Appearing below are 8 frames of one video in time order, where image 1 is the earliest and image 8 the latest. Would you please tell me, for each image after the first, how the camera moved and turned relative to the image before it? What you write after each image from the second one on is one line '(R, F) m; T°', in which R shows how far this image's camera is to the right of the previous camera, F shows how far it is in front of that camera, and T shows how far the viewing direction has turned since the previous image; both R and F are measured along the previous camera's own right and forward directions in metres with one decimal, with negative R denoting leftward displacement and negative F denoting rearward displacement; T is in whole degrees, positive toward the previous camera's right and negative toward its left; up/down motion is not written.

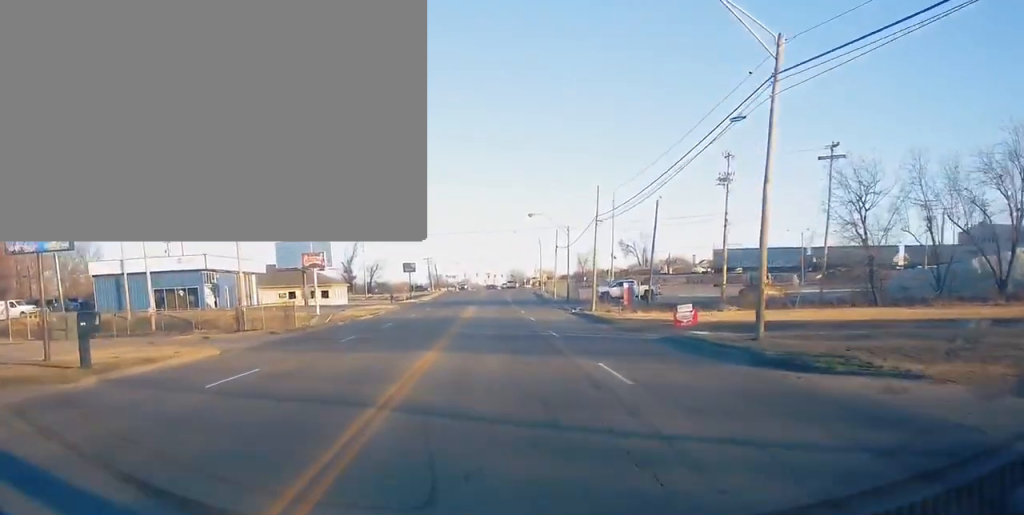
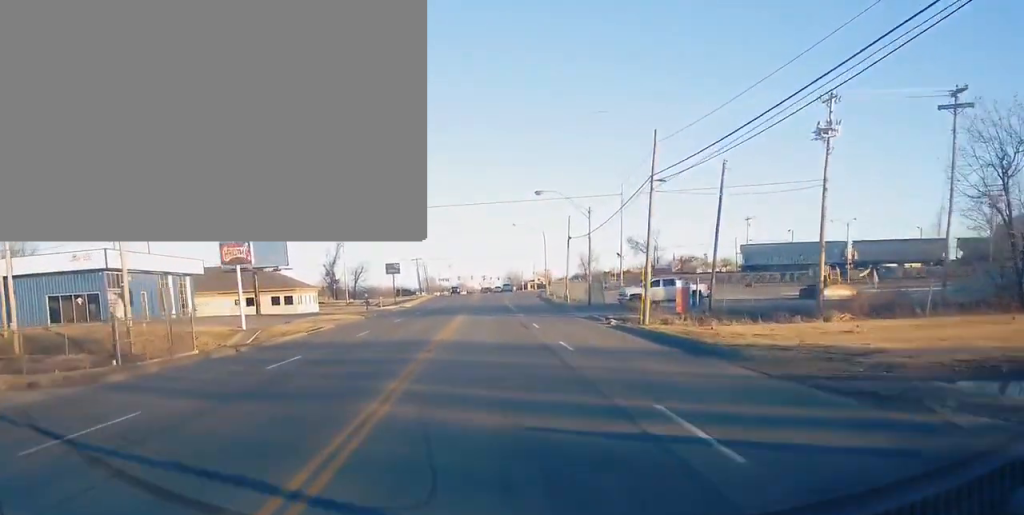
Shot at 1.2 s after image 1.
(0.0, +19.9) m; 0°
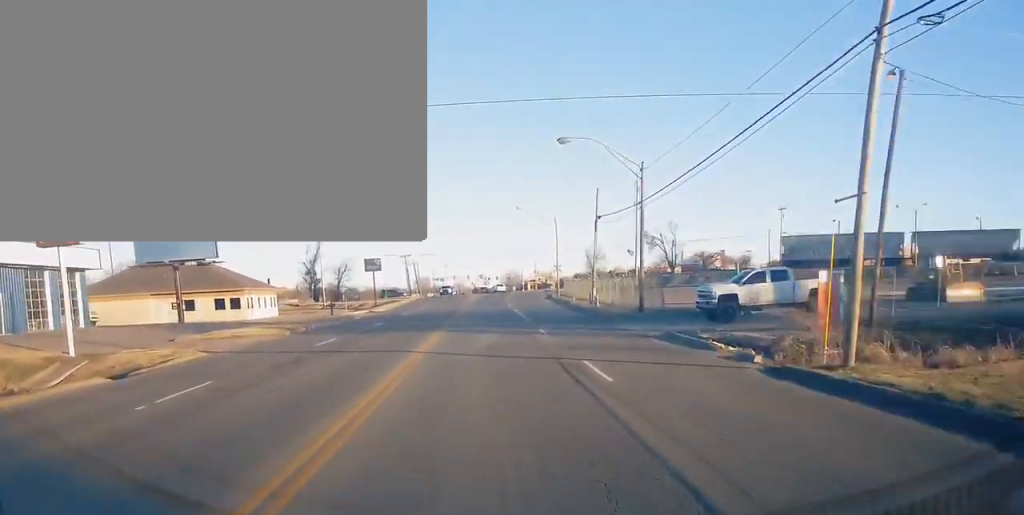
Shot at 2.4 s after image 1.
(+0.1, +20.6) m; +2°
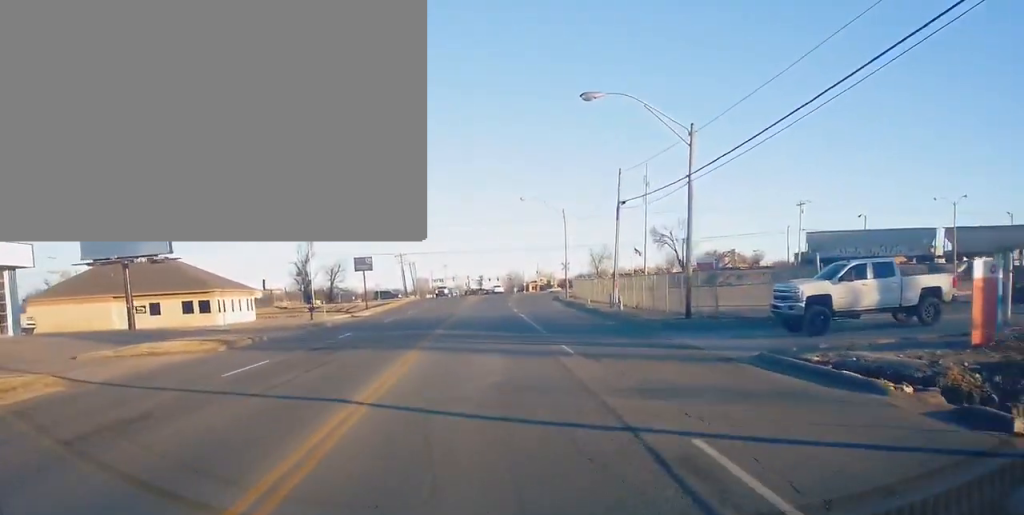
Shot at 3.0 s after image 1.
(+0.2, +9.1) m; 0°
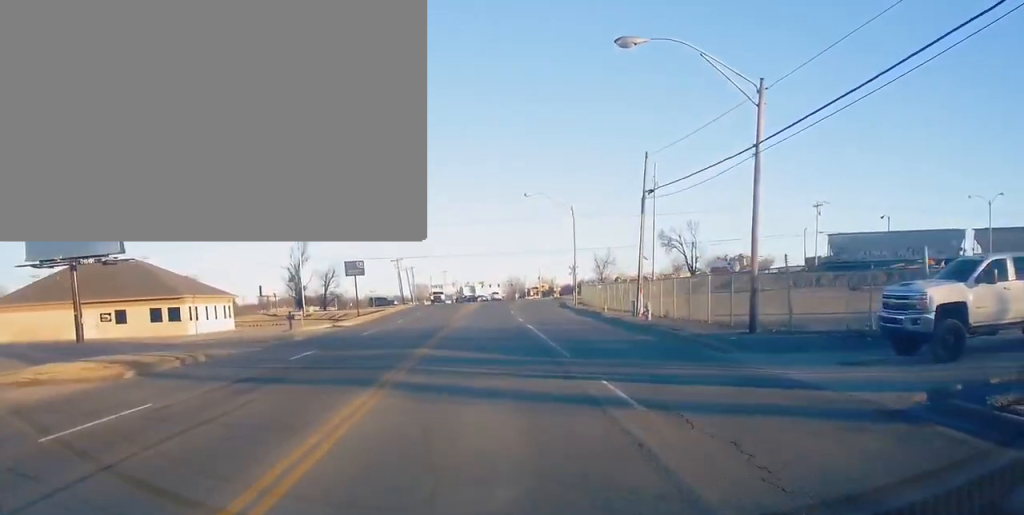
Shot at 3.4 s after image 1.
(+0.1, +7.4) m; 0°
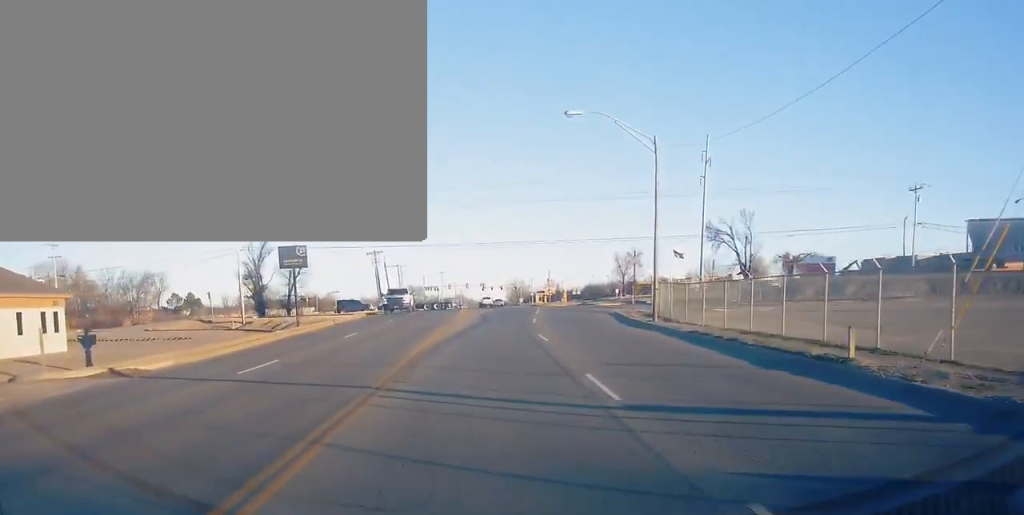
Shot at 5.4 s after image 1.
(-0.8, +31.9) m; -1°
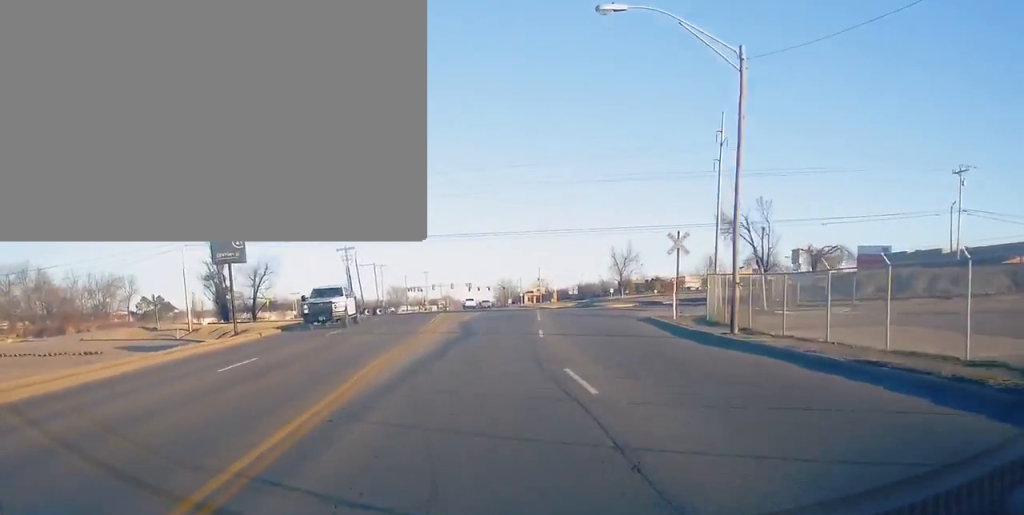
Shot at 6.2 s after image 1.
(0.0, +13.6) m; +1°
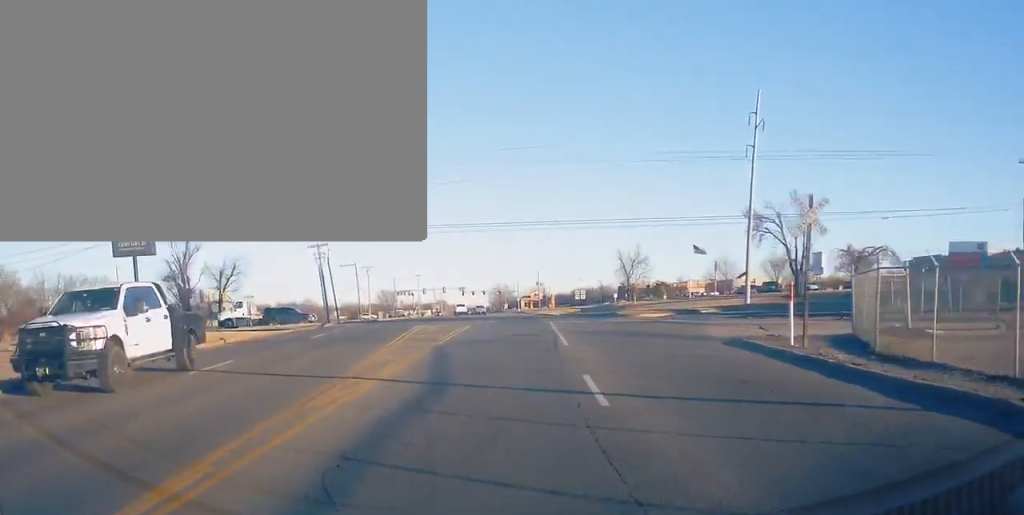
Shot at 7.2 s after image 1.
(+0.4, +14.4) m; +1°
